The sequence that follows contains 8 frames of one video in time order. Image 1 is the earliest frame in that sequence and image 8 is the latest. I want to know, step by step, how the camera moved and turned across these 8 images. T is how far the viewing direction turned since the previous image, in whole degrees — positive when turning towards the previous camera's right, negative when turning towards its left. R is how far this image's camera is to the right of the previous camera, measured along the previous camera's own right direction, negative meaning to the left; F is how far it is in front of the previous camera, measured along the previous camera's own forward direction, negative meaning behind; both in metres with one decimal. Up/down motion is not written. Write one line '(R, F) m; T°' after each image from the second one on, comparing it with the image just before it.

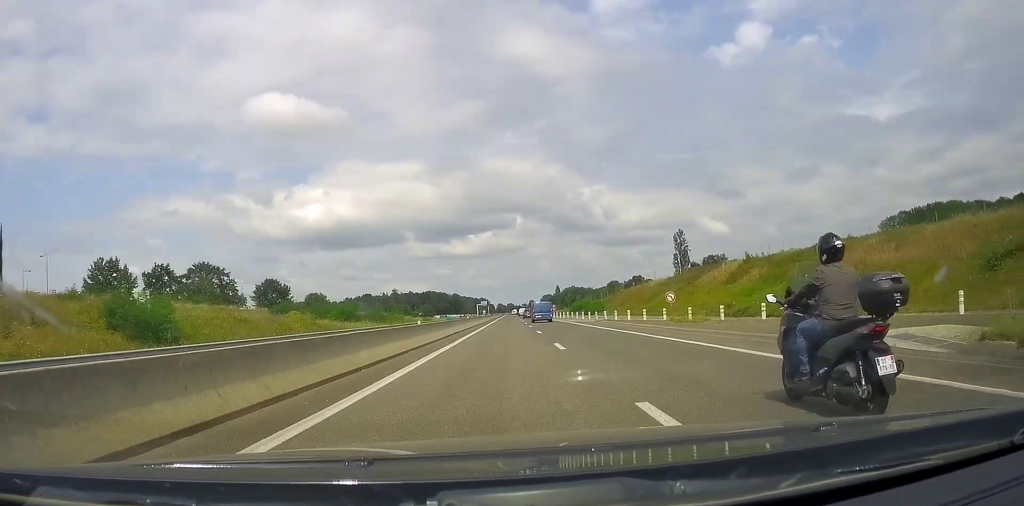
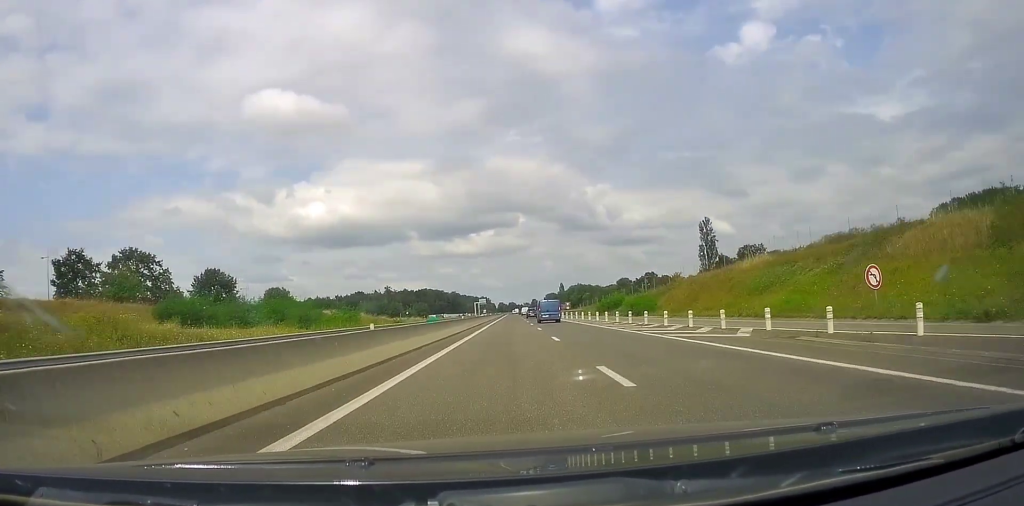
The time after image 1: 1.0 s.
(-0.2, +34.4) m; -1°
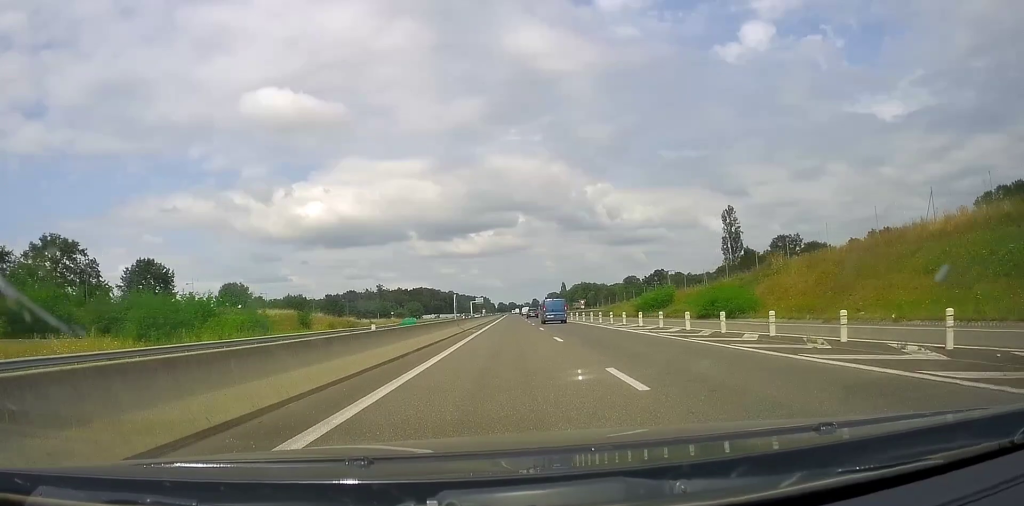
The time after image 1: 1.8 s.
(-0.1, +26.2) m; 0°
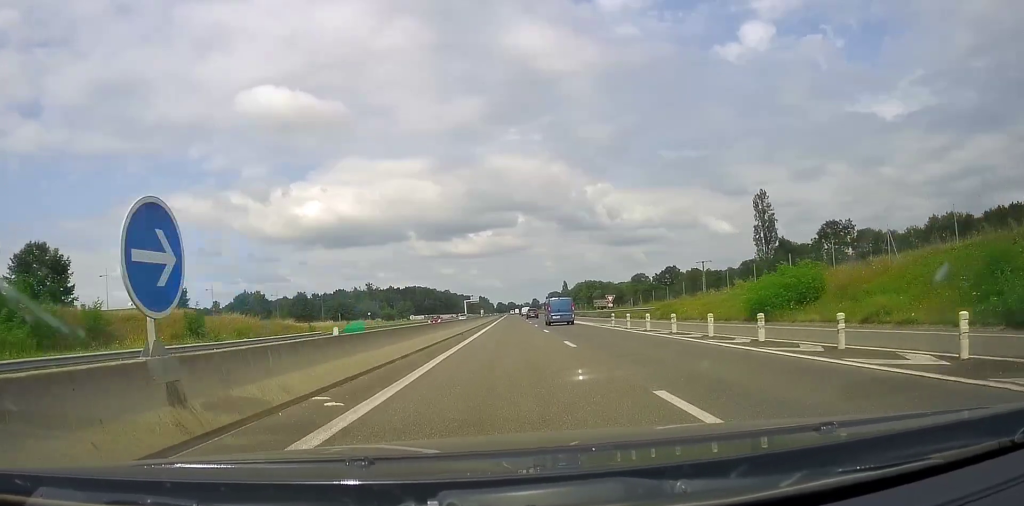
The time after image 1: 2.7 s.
(-0.1, +29.1) m; 0°
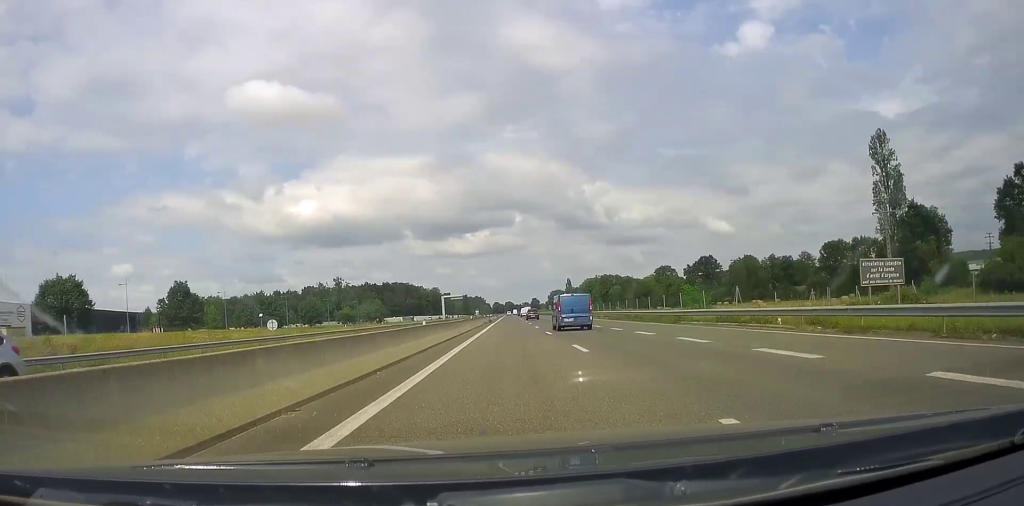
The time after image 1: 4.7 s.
(+0.8, +67.1) m; +1°
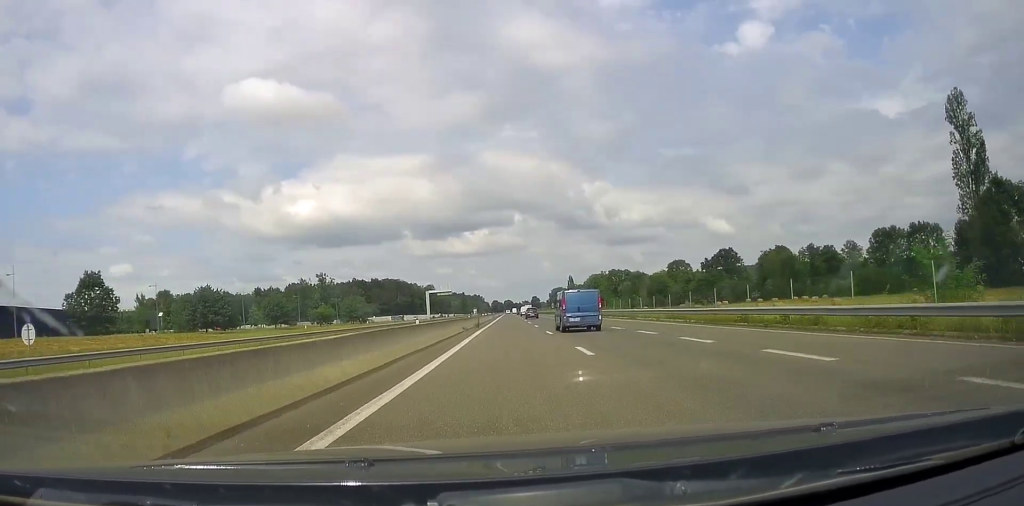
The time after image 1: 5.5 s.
(0.0, +27.7) m; -1°
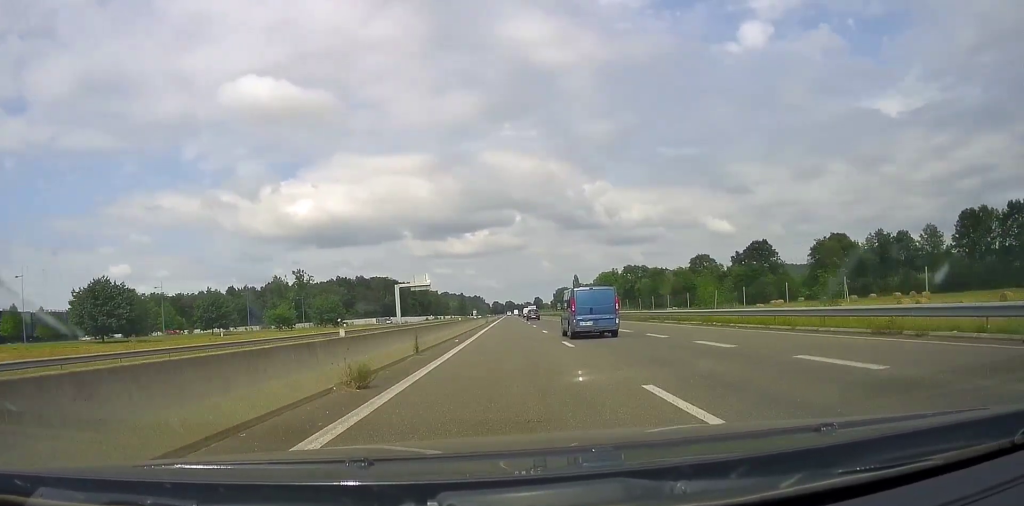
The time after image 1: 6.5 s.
(-0.5, +35.4) m; 0°
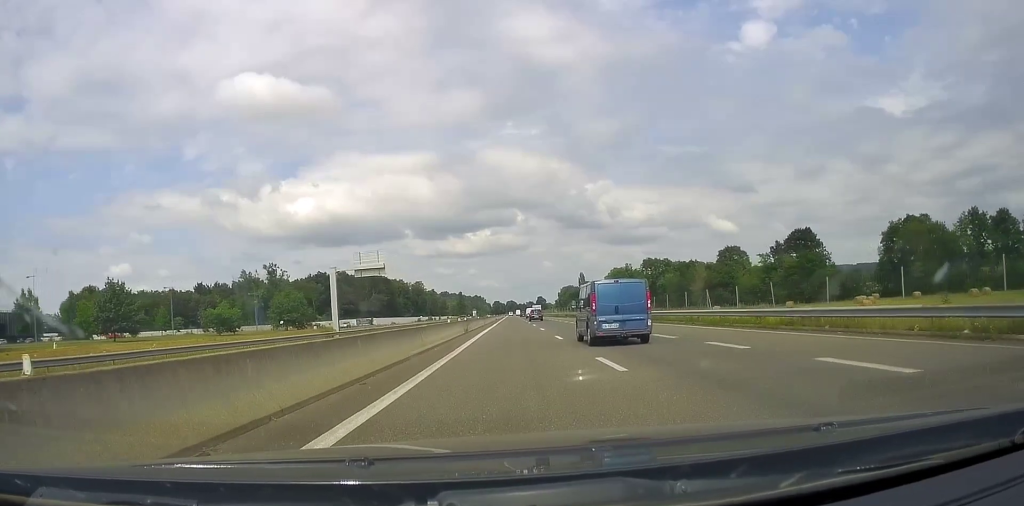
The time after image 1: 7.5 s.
(+0.6, +34.0) m; +1°
